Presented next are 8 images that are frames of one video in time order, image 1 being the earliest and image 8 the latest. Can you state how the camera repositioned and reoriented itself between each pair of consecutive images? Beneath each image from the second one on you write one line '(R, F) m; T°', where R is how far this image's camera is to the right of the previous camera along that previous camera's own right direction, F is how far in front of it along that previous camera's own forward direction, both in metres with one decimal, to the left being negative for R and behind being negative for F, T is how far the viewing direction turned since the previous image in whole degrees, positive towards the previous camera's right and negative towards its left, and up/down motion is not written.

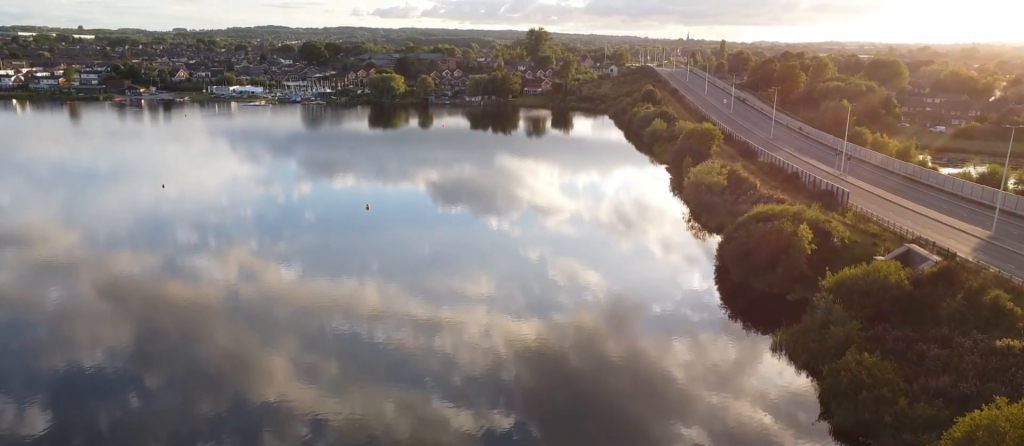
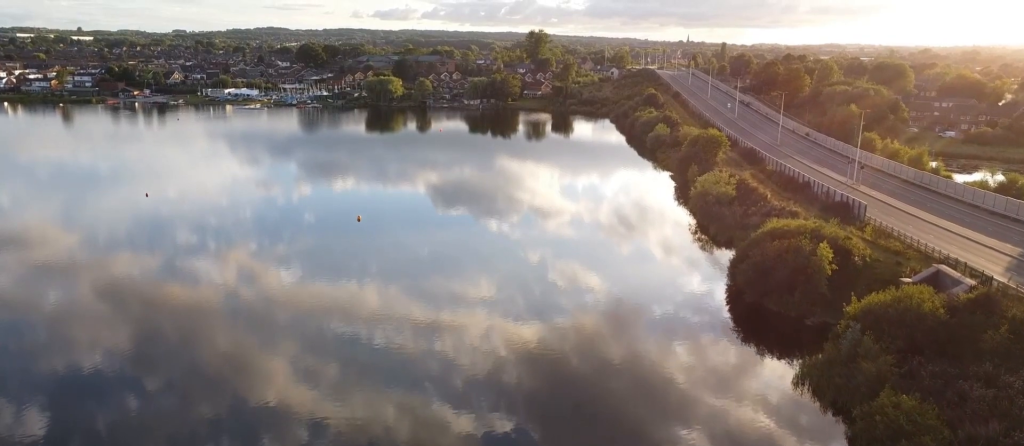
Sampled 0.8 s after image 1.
(0.0, +6.1) m; 0°
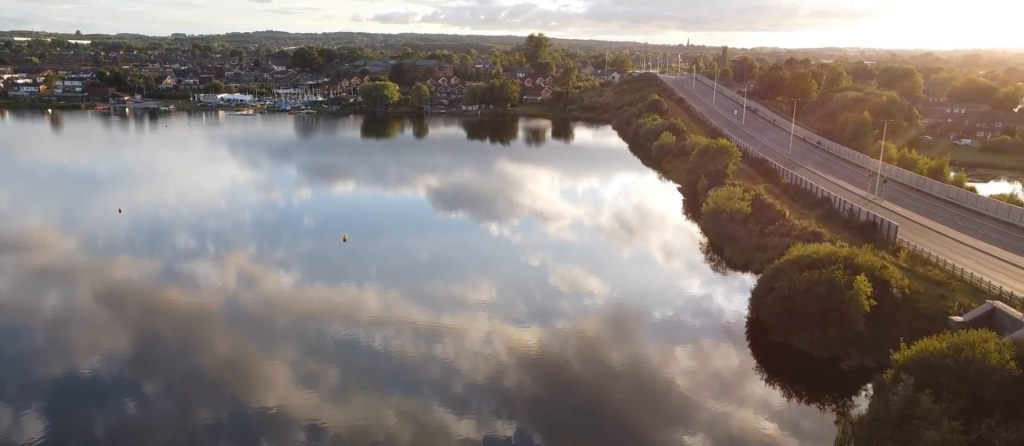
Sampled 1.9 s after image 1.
(0.0, +9.0) m; 0°
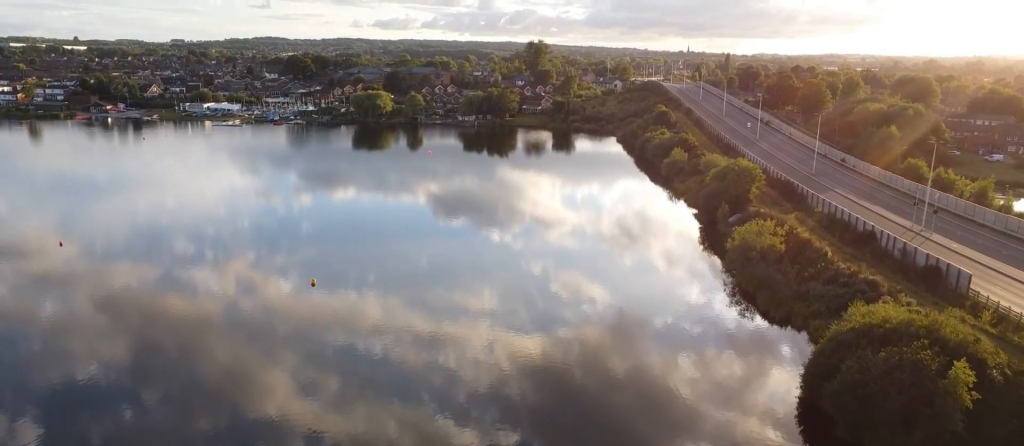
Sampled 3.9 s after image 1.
(0.0, +16.1) m; 0°
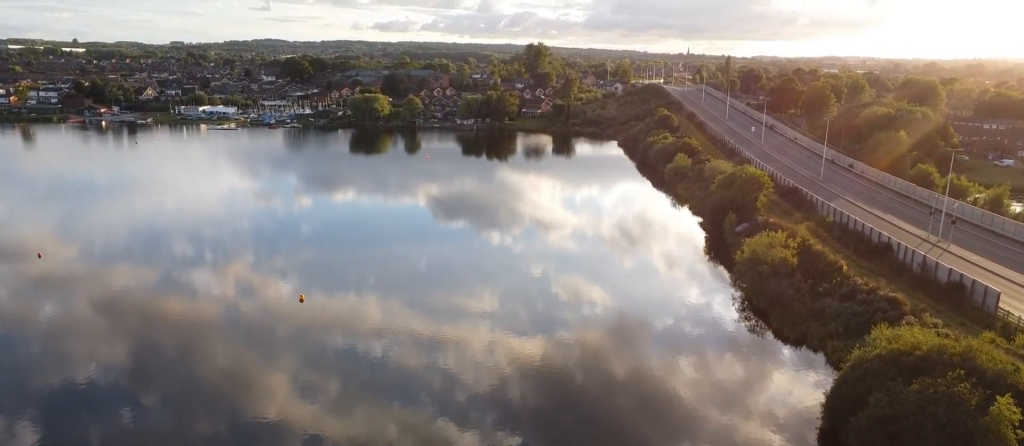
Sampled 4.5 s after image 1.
(0.0, +4.8) m; 0°
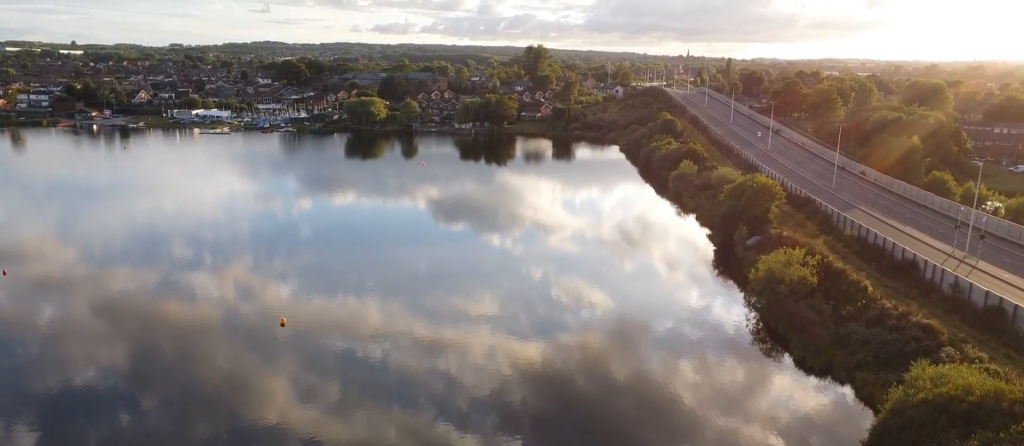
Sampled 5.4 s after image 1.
(0.0, +6.9) m; 0°
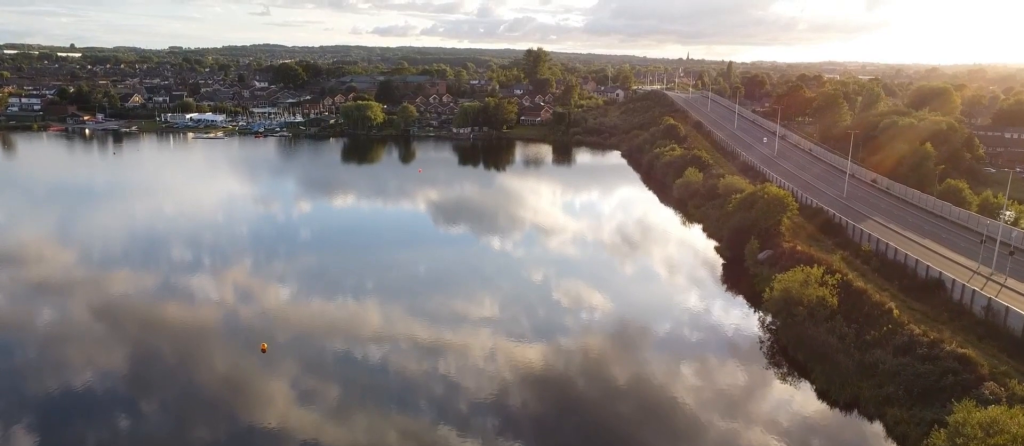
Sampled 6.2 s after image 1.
(0.0, +6.1) m; 0°
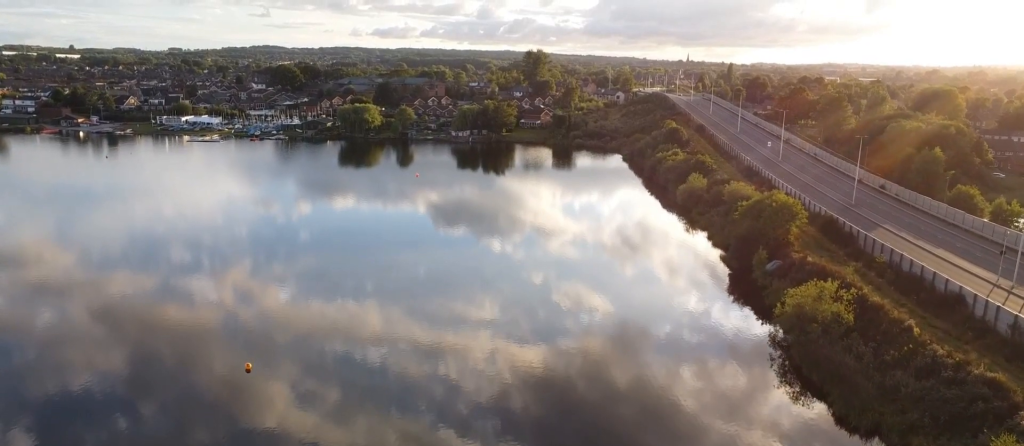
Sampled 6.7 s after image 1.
(0.0, +4.3) m; 0°
